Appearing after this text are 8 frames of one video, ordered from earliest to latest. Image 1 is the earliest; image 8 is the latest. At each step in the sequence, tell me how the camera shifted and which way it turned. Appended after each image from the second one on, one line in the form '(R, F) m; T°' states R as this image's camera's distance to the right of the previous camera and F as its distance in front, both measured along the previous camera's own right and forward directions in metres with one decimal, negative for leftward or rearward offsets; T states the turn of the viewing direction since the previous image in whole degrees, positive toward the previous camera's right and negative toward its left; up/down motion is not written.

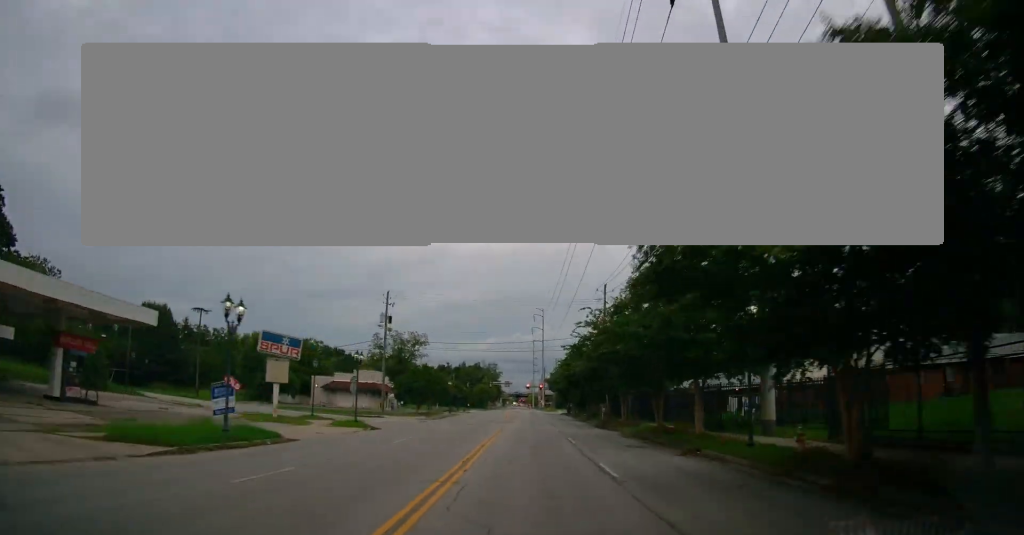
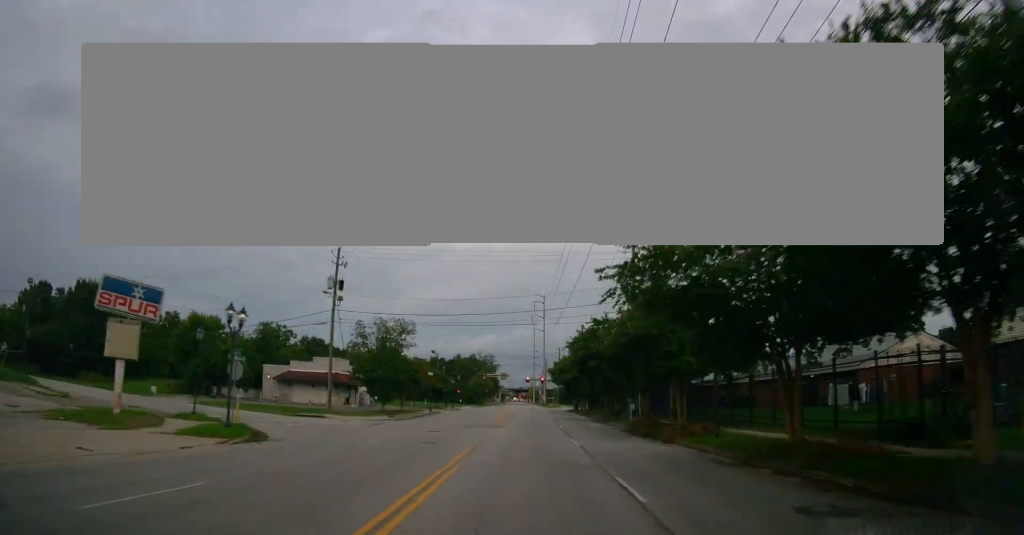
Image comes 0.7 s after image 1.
(0.0, +16.8) m; 0°
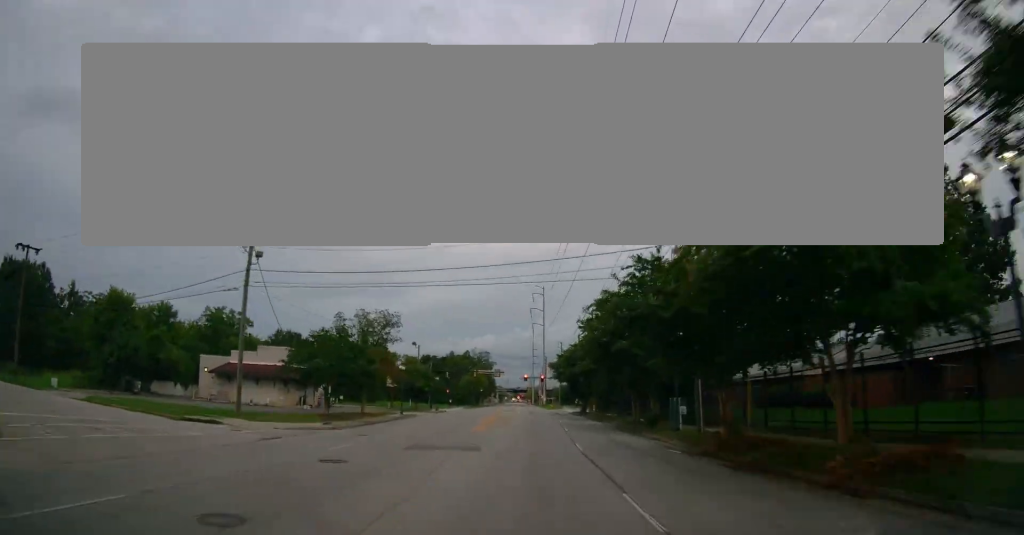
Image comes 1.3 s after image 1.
(0.0, +14.8) m; 0°
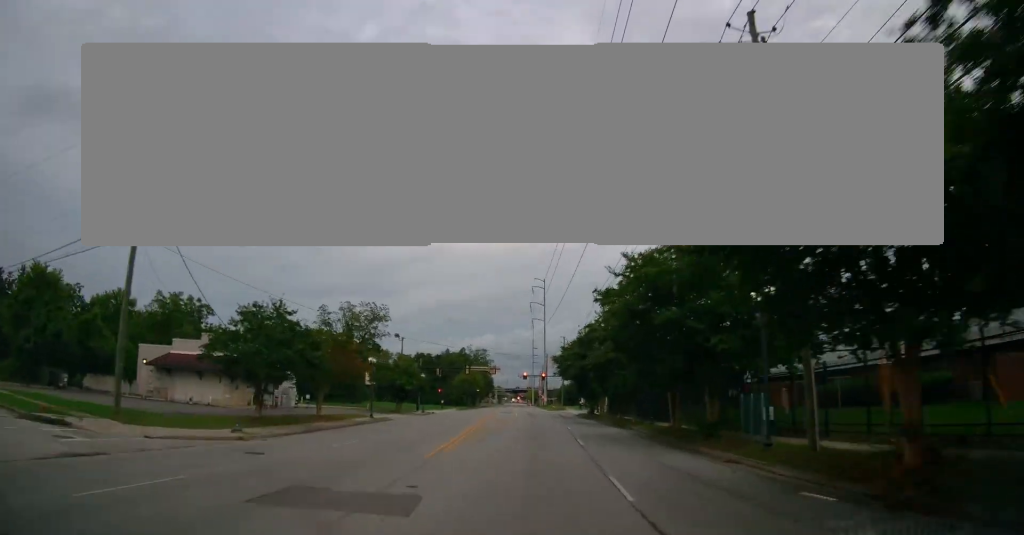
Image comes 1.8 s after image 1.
(0.0, +10.5) m; 0°
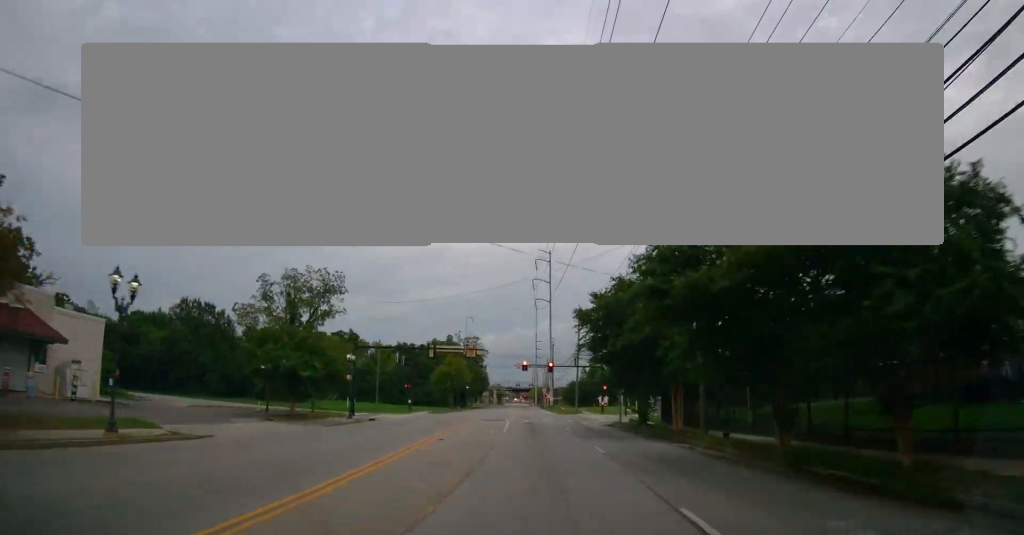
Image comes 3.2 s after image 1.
(+0.1, +29.8) m; 0°
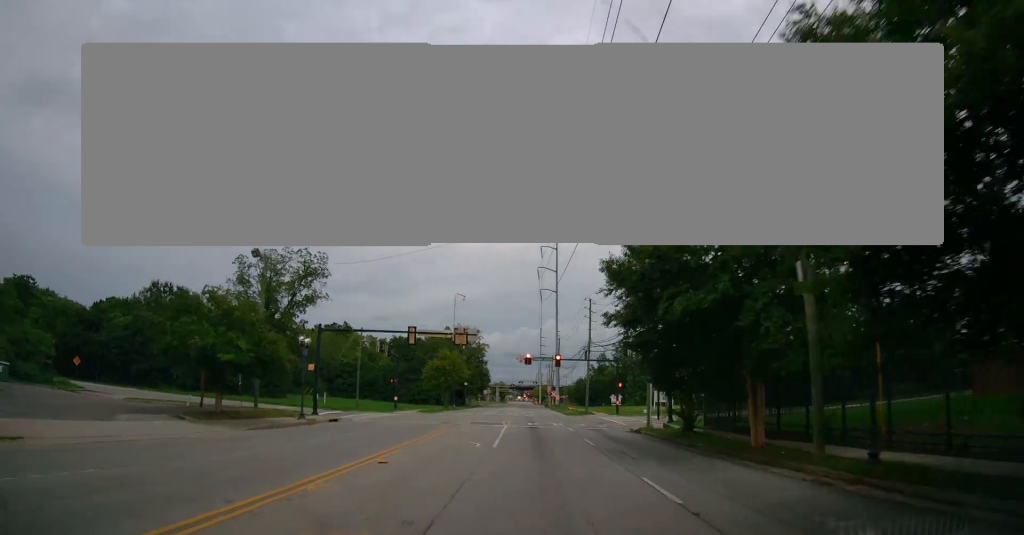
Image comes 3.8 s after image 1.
(-0.1, +9.3) m; 0°
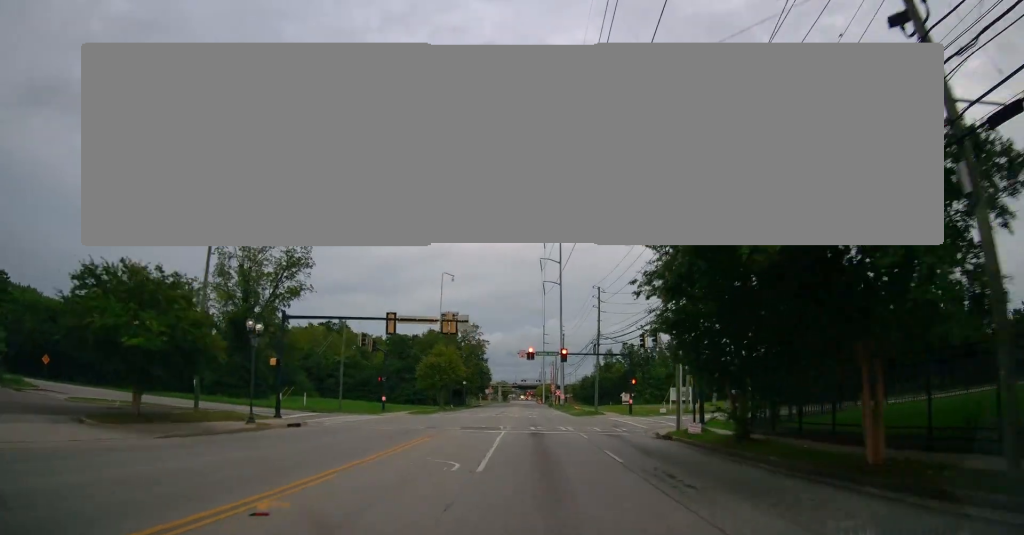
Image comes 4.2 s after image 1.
(-0.1, +7.0) m; 0°
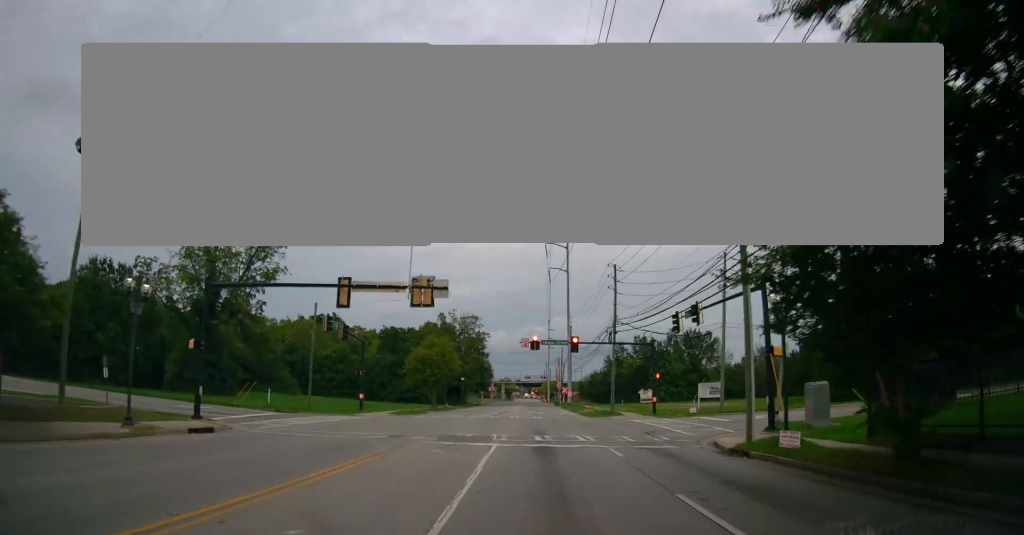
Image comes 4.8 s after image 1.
(+0.1, +8.9) m; 0°
